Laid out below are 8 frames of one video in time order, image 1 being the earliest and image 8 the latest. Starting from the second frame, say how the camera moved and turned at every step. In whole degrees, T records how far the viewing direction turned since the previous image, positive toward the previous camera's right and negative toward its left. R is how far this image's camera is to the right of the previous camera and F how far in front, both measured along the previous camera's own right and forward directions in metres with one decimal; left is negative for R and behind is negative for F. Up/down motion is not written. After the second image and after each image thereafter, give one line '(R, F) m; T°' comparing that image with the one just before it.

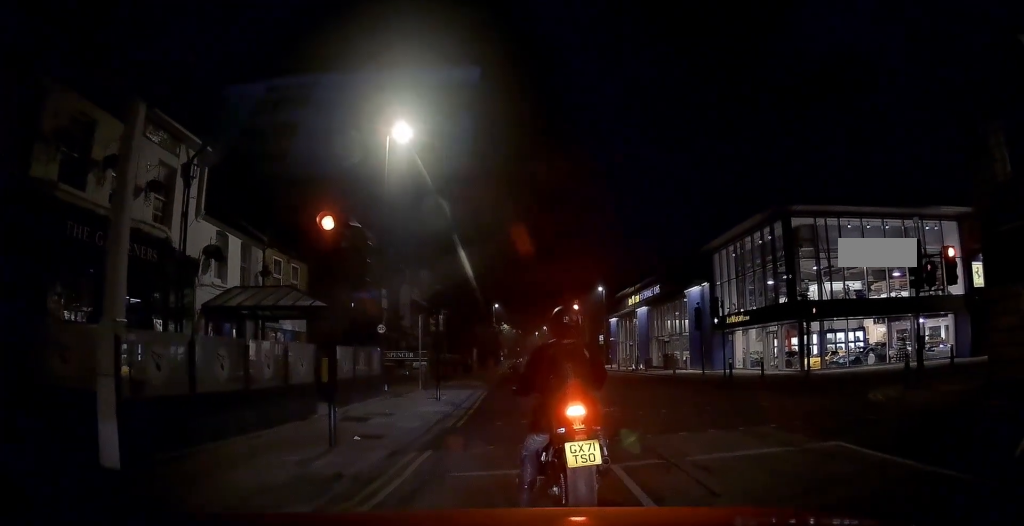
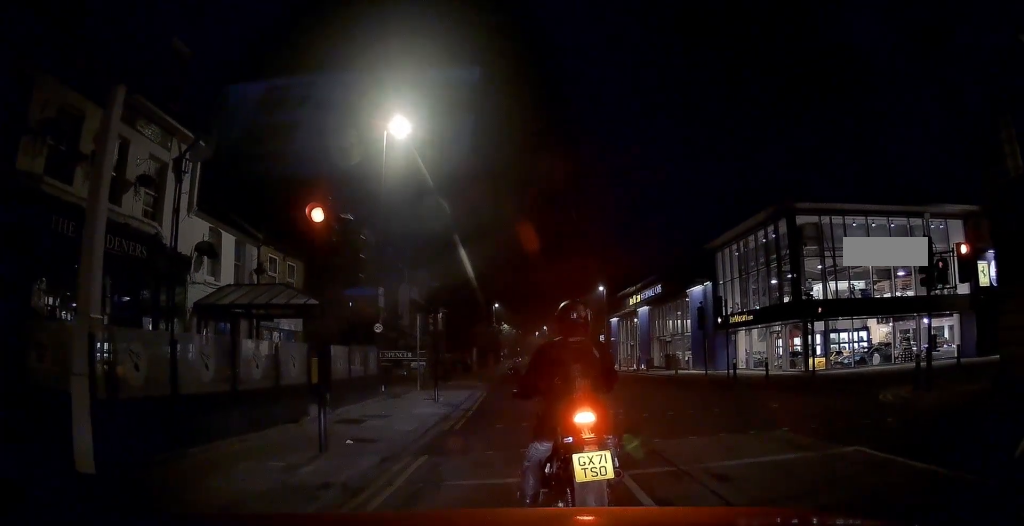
(0.0, +2.1) m; 0°
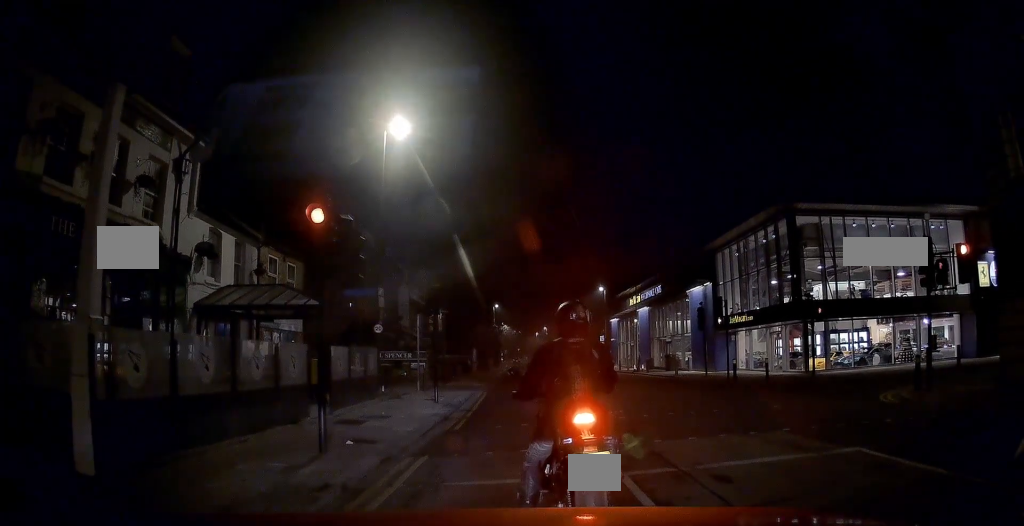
(+0.1, +0.5) m; 0°
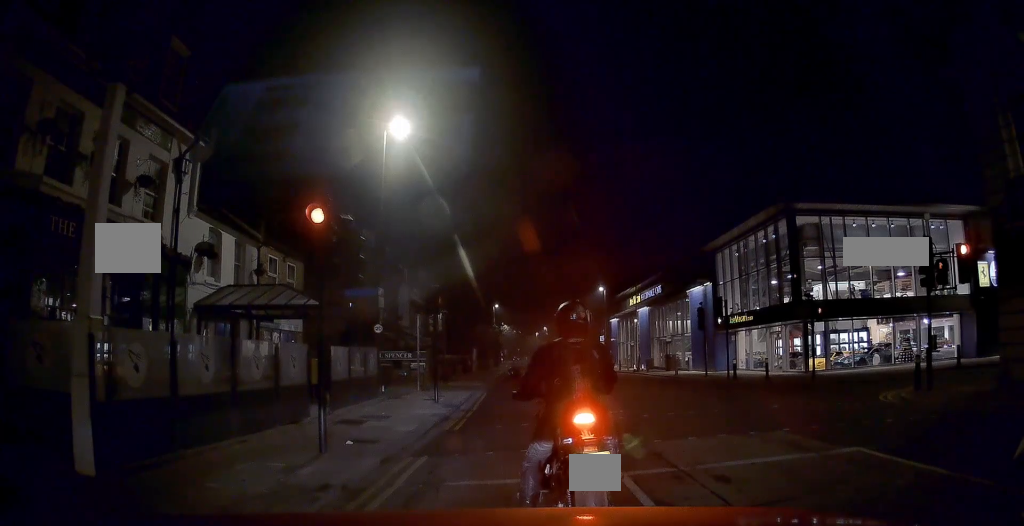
(0.0, 0.0) m; 0°
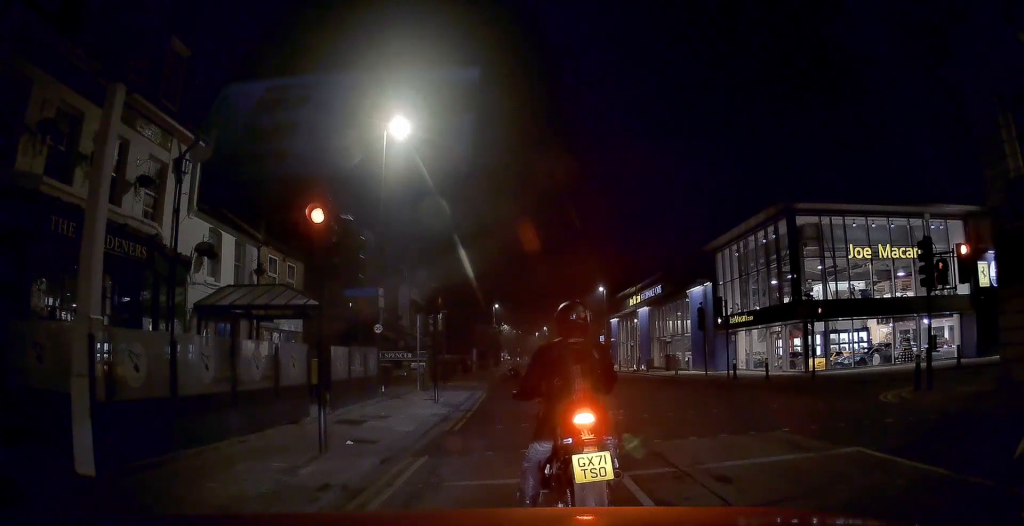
(0.0, 0.0) m; 0°
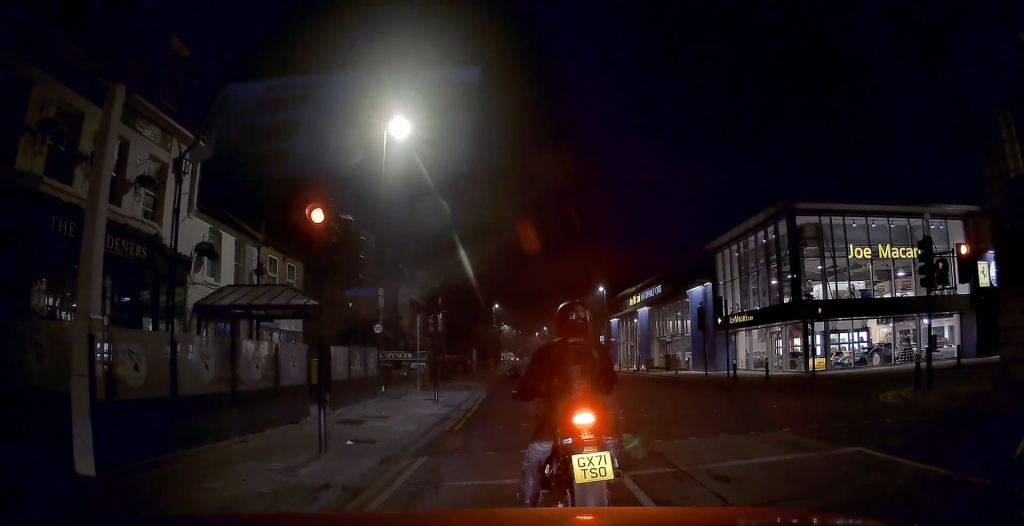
(0.0, 0.0) m; 0°
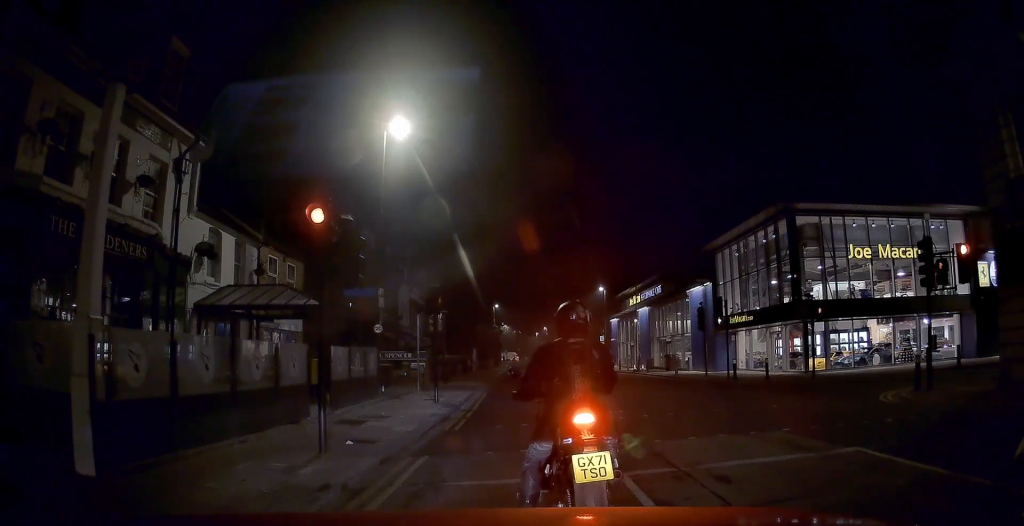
(0.0, 0.0) m; 0°
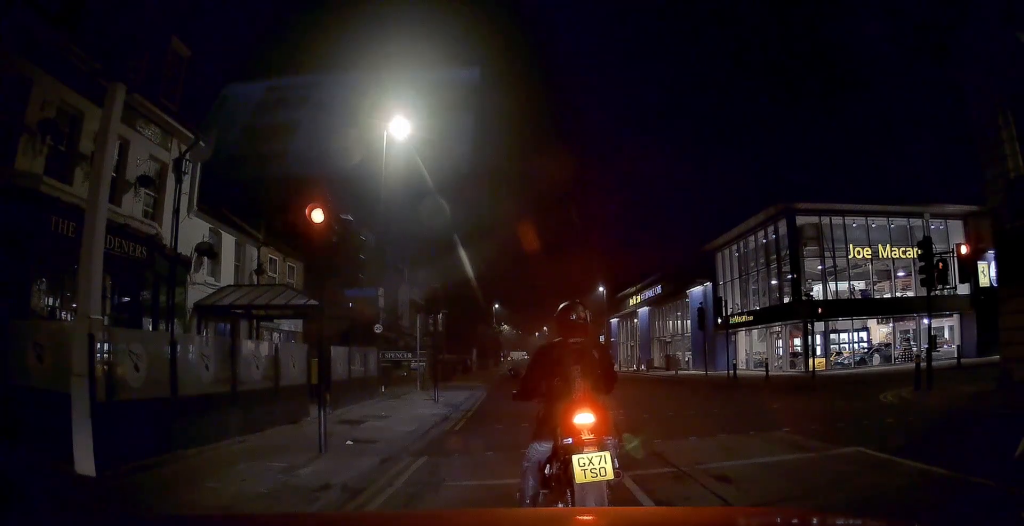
(0.0, 0.0) m; 0°
